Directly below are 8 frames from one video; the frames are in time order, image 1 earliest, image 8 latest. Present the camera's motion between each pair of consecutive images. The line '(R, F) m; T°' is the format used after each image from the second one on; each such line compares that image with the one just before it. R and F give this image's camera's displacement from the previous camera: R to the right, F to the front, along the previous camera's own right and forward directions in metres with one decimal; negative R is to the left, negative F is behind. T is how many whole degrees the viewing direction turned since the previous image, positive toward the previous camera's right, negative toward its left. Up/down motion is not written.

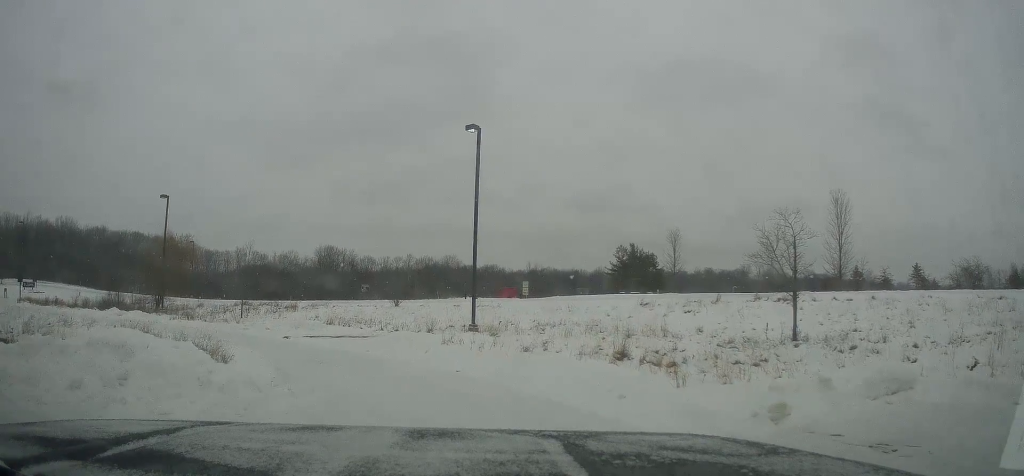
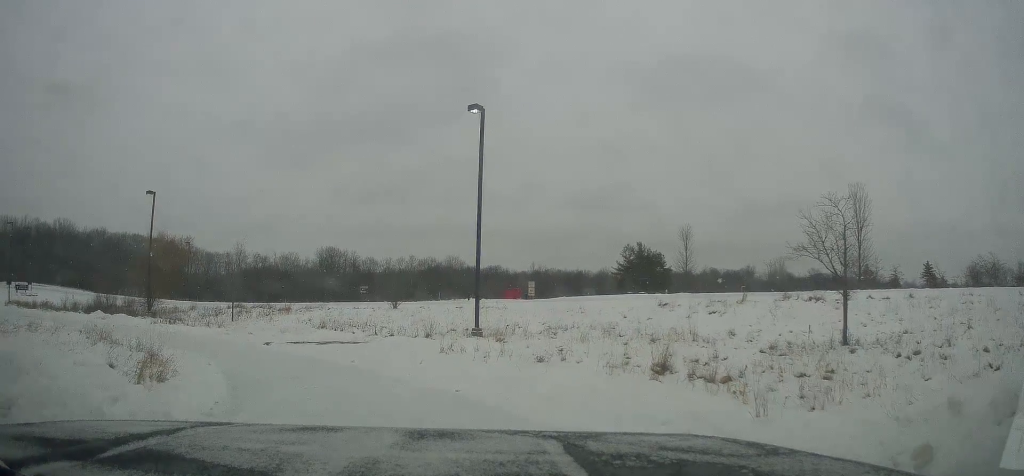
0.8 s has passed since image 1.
(+0.1, +3.0) m; +2°
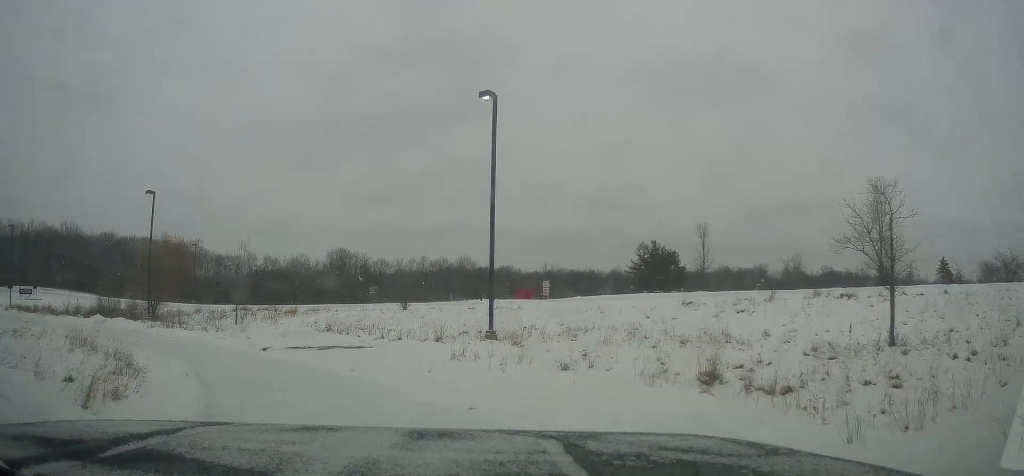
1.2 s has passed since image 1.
(0.0, +1.8) m; 0°
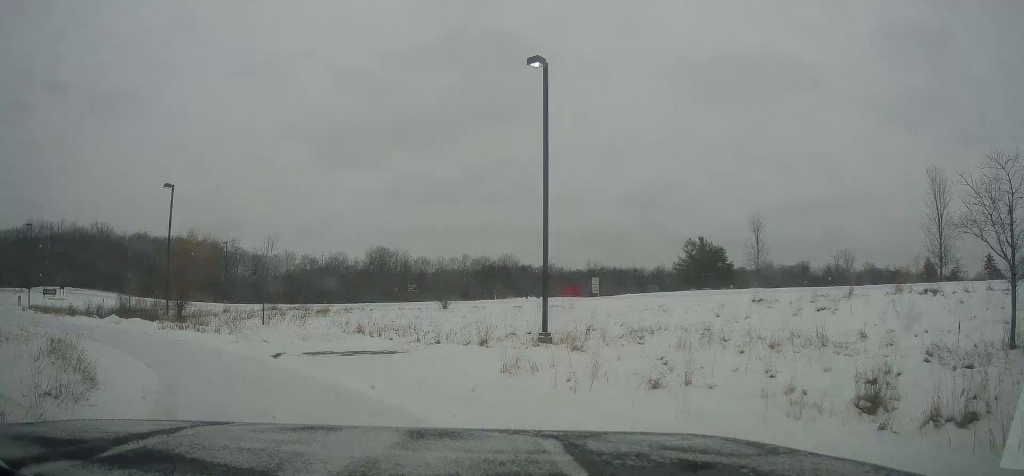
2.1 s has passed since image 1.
(0.0, +3.3) m; -5°
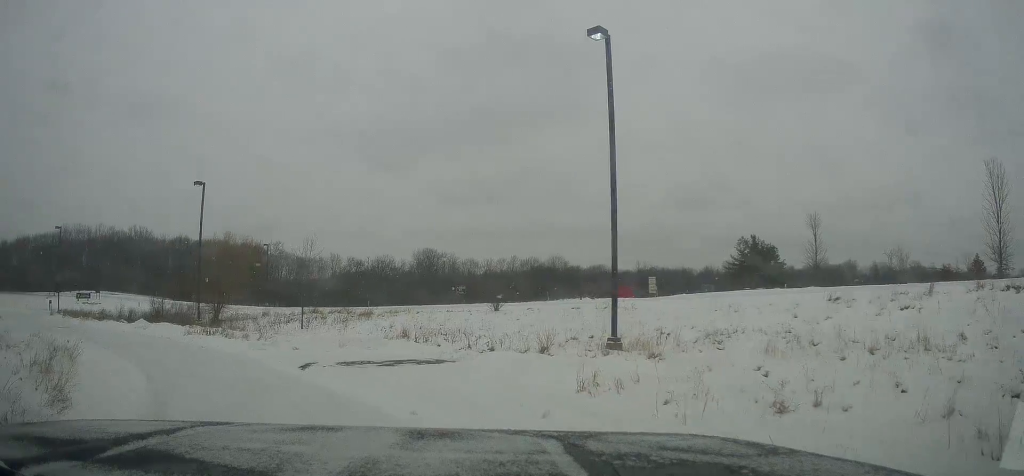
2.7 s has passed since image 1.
(0.0, +2.4) m; -6°
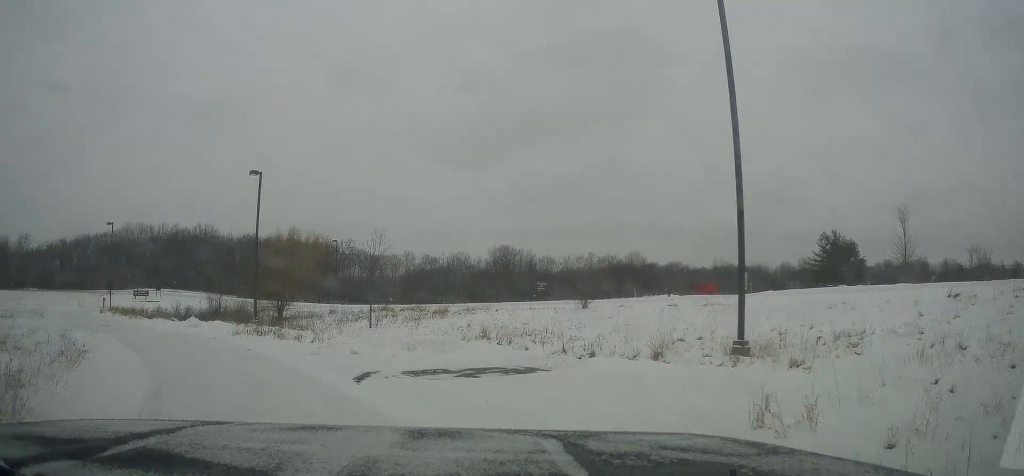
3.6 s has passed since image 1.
(-0.3, +3.2) m; -8°
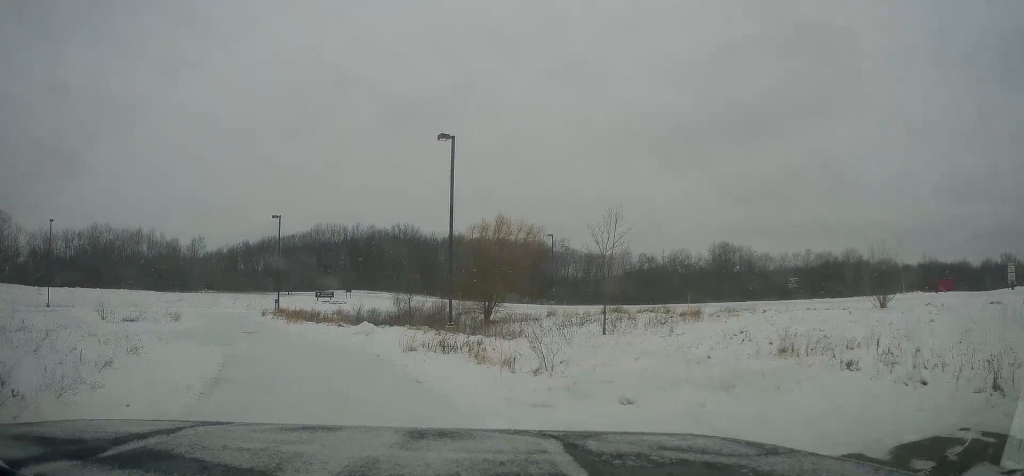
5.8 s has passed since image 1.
(-1.5, +7.8) m; -19°
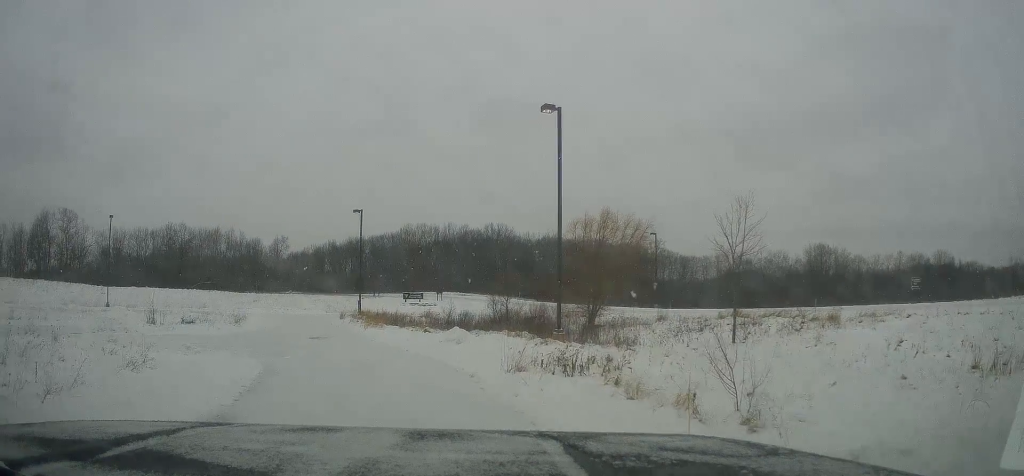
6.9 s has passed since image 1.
(-0.2, +4.2) m; -8°
